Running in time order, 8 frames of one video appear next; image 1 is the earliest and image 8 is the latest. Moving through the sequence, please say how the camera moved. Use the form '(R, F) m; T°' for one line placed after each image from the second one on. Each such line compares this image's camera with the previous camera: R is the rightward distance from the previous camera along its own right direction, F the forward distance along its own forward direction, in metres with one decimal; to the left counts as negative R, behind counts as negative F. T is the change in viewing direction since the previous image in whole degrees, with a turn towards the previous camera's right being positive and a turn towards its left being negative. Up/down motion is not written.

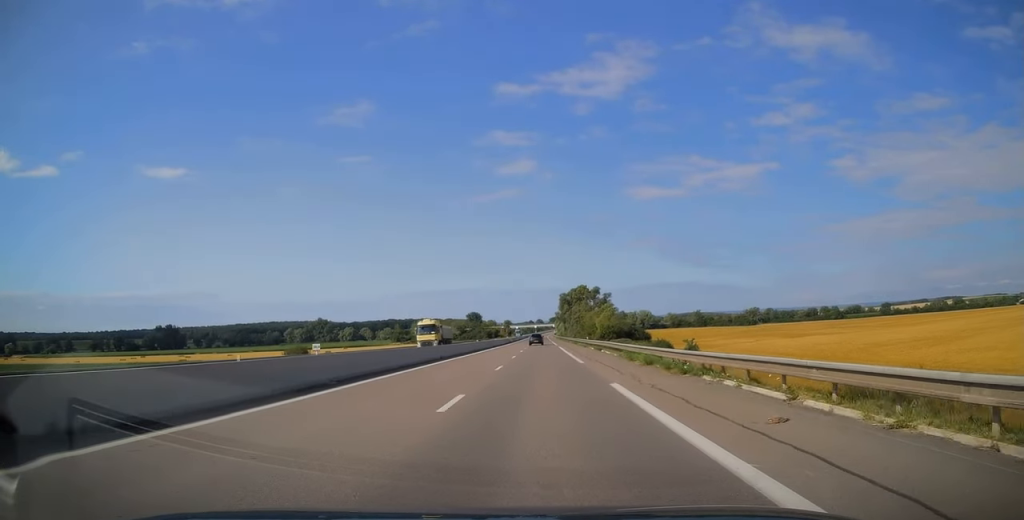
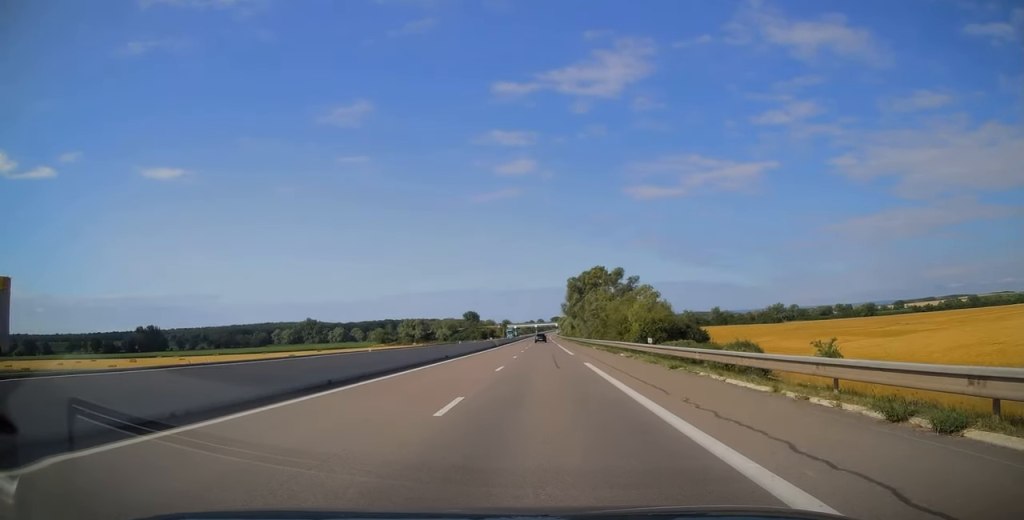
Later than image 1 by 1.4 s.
(-0.1, +39.8) m; 0°
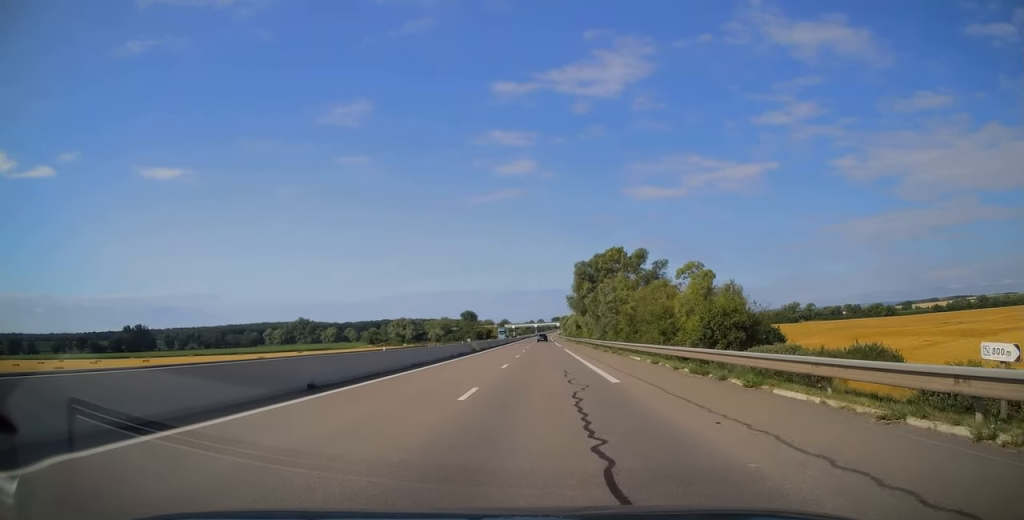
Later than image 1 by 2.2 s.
(0.0, +23.6) m; 0°
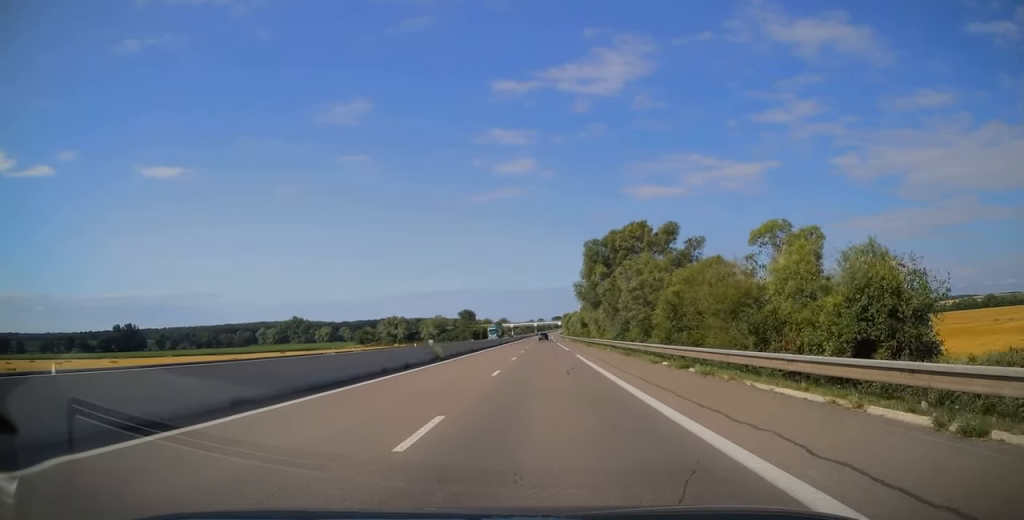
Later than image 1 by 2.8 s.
(-0.1, +18.7) m; 0°
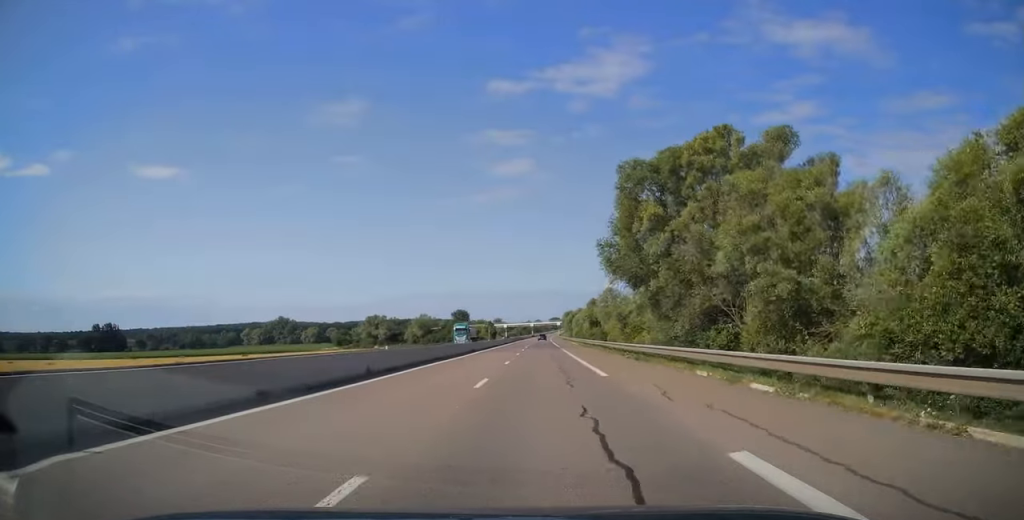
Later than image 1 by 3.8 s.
(+0.4, +30.4) m; 0°
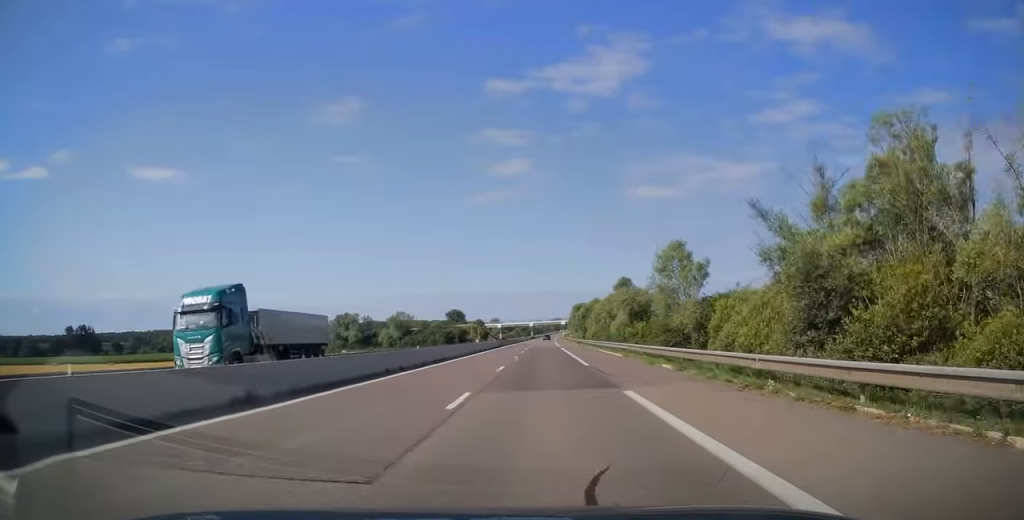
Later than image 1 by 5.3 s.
(-0.2, +43.7) m; 0°
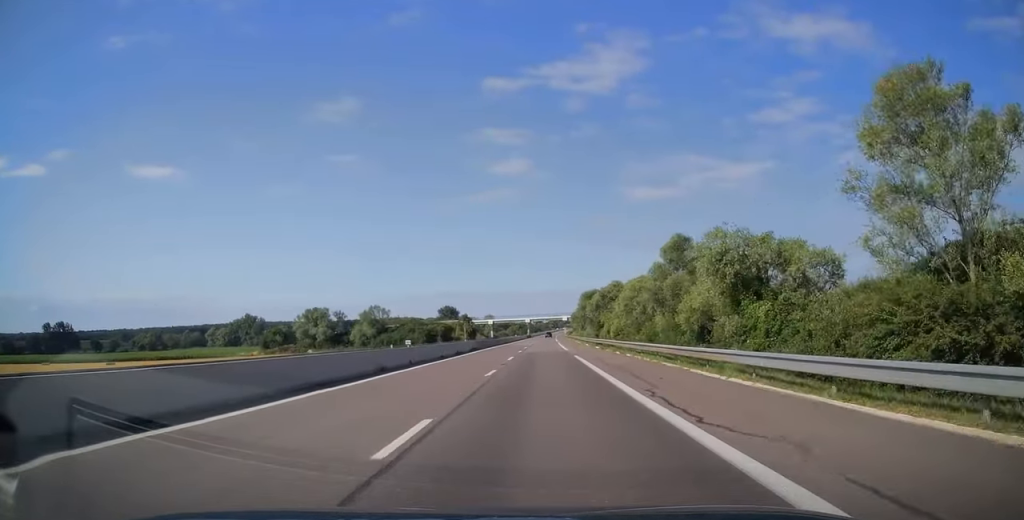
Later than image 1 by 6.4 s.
(0.0, +30.9) m; 0°
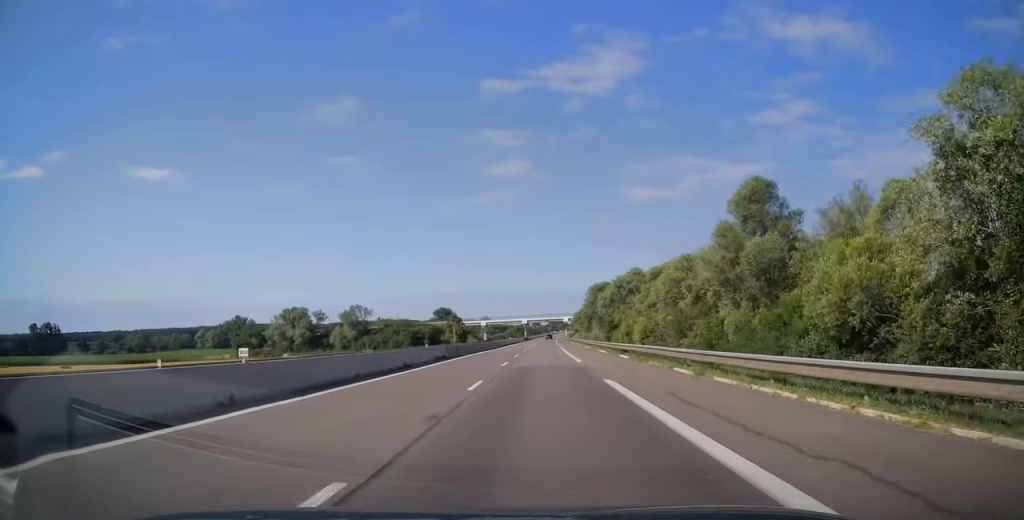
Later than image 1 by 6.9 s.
(-0.1, +17.2) m; 0°
